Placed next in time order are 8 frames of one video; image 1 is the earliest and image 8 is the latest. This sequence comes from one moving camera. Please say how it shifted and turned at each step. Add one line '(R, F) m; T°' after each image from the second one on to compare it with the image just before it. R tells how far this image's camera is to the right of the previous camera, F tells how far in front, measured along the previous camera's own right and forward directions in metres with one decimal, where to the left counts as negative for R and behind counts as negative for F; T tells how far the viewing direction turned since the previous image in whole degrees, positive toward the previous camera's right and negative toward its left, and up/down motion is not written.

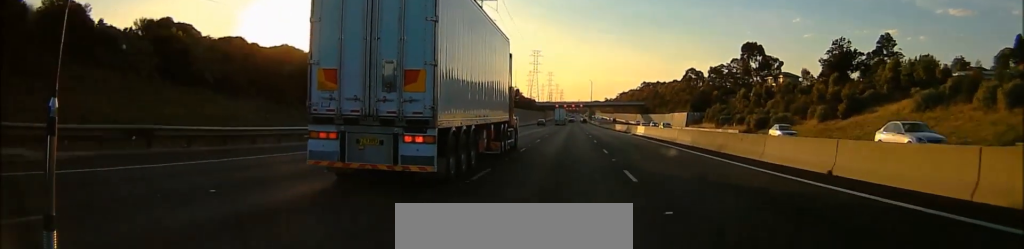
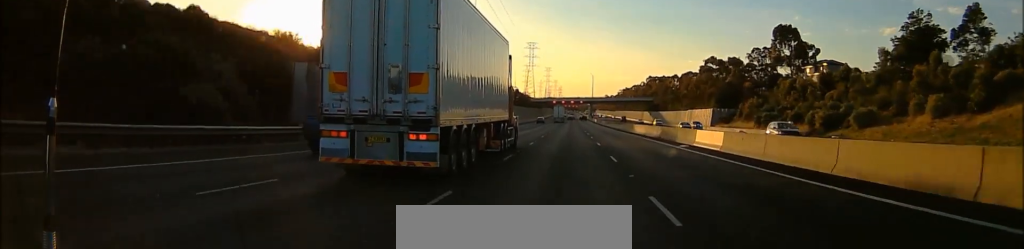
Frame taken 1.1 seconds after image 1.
(+0.9, +29.6) m; -1°
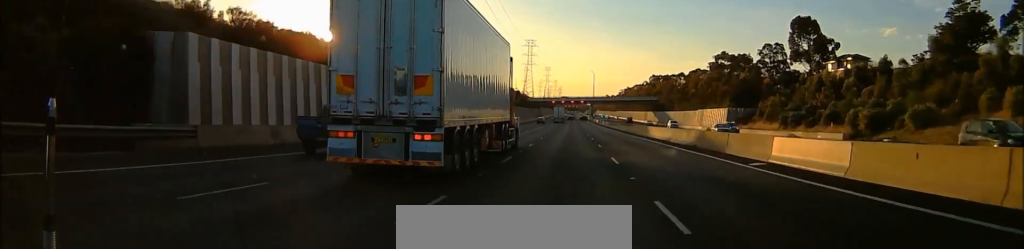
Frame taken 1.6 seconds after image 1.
(-0.5, +12.8) m; -1°
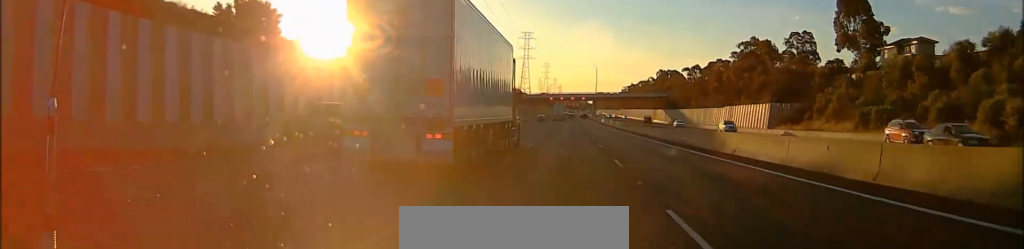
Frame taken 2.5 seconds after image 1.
(-0.5, +25.6) m; -1°
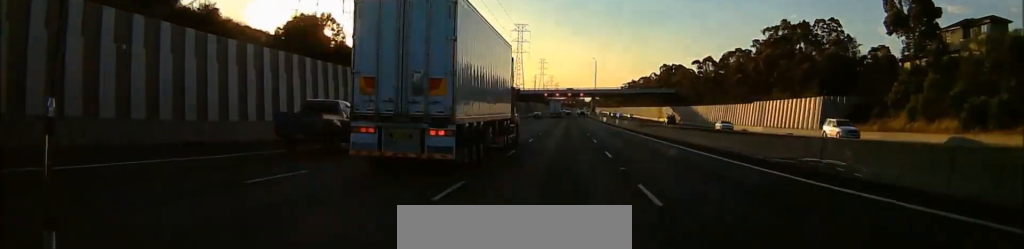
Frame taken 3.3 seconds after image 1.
(0.0, +20.9) m; +1°
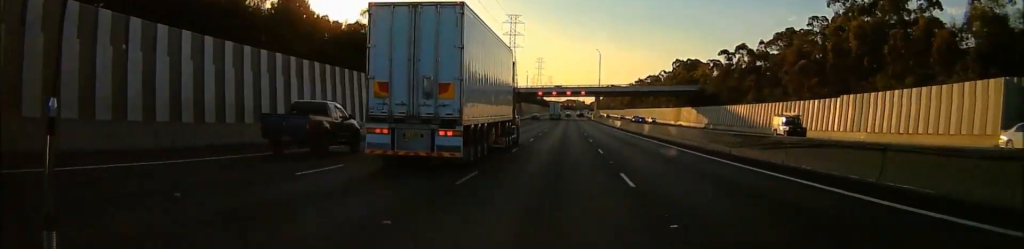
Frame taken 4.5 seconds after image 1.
(+1.2, +33.4) m; +2°
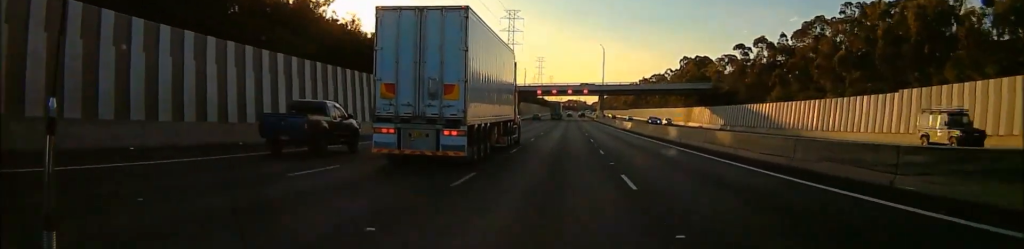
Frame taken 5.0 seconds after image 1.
(+0.4, +12.6) m; 0°
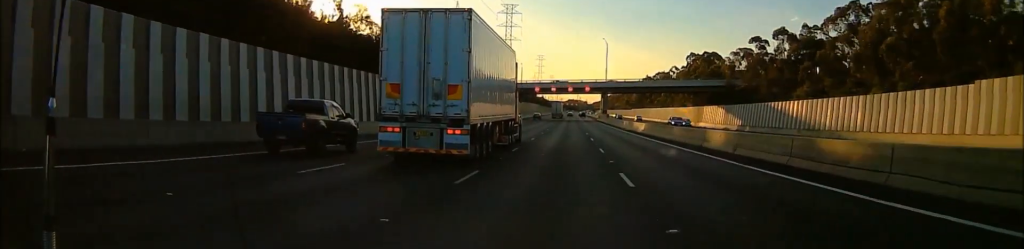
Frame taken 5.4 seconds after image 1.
(-0.6, +11.7) m; -1°
